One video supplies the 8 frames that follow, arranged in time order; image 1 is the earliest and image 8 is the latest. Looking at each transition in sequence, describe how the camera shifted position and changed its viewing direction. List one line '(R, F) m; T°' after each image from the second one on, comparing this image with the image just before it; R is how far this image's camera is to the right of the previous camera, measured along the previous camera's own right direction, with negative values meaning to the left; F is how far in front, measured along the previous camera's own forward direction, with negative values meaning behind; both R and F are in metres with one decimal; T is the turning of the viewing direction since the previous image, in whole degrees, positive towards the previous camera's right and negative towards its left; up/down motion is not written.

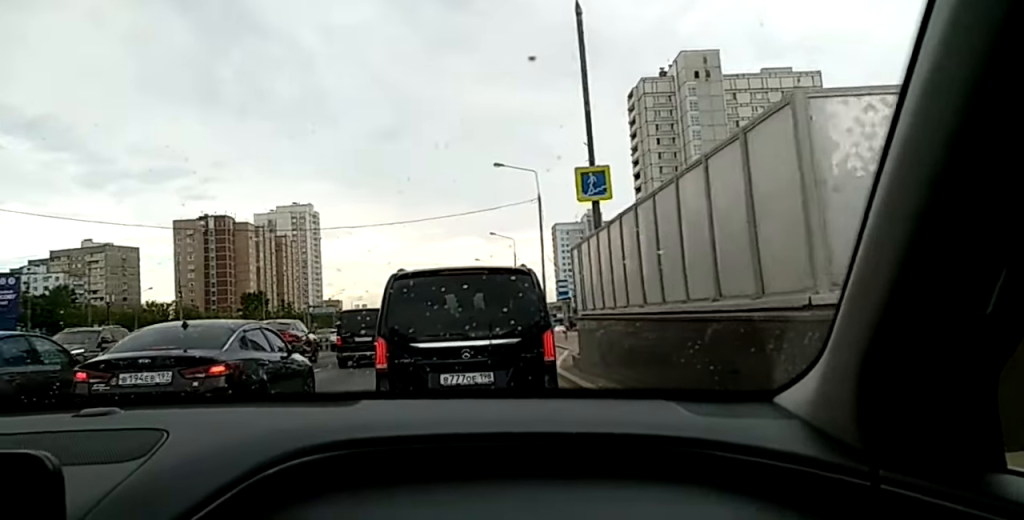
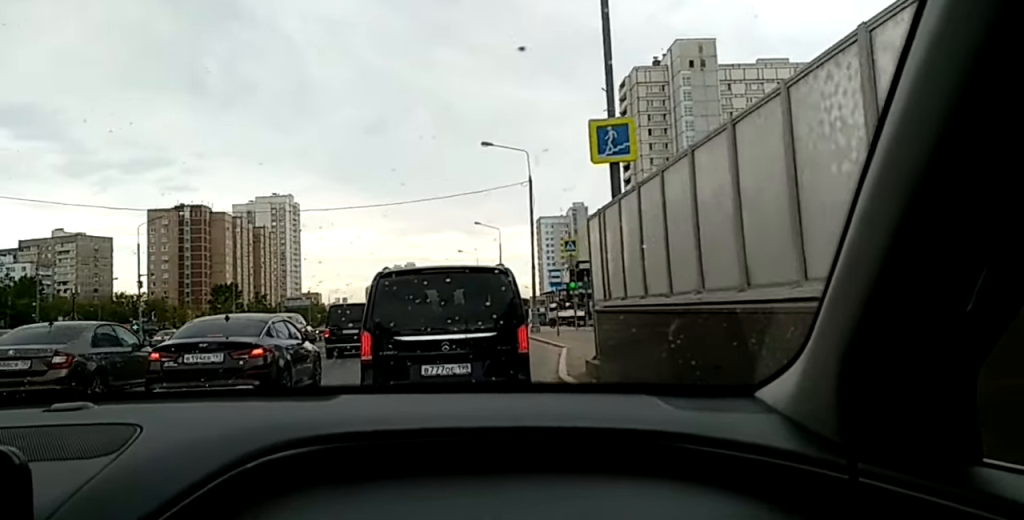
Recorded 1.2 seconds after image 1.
(-0.1, +3.8) m; 0°
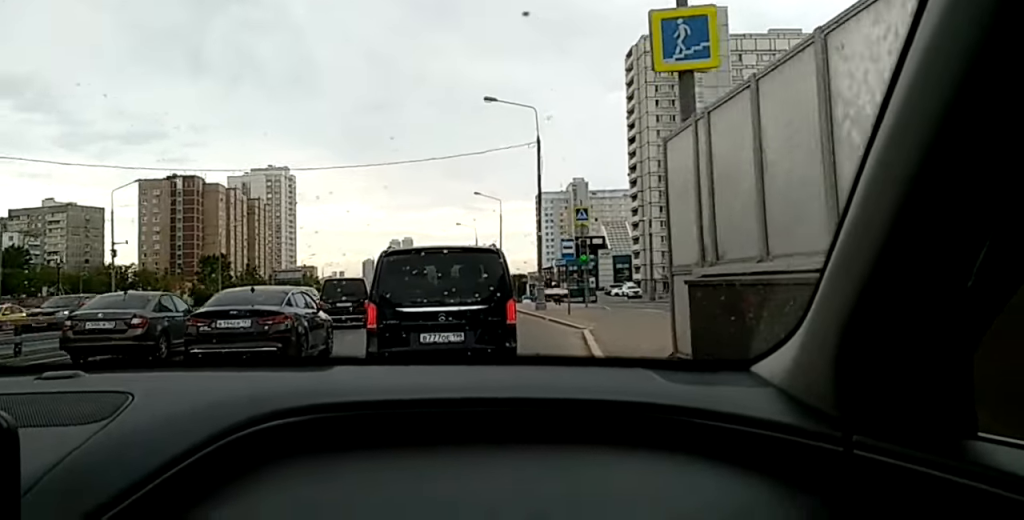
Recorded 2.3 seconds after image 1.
(+0.1, +4.1) m; +2°
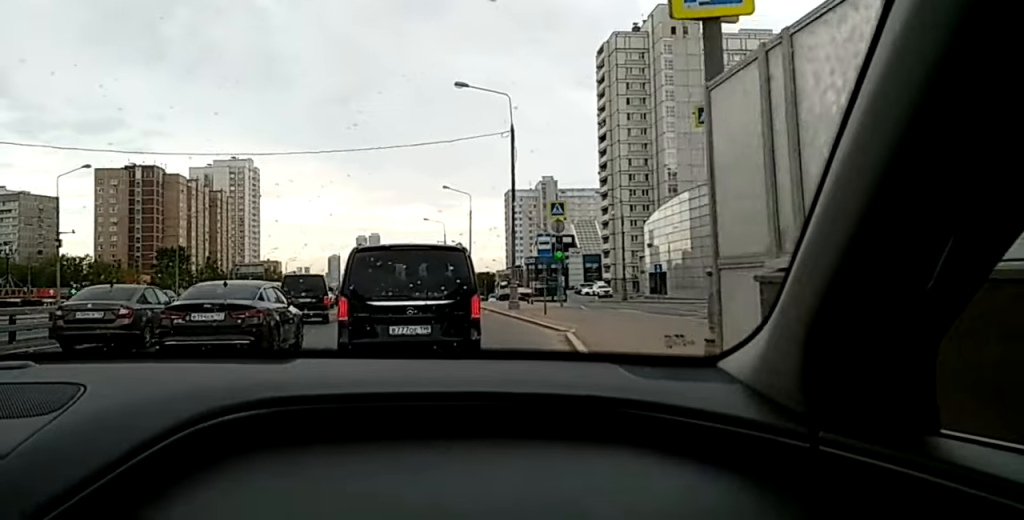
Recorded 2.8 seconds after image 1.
(0.0, +1.9) m; 0°
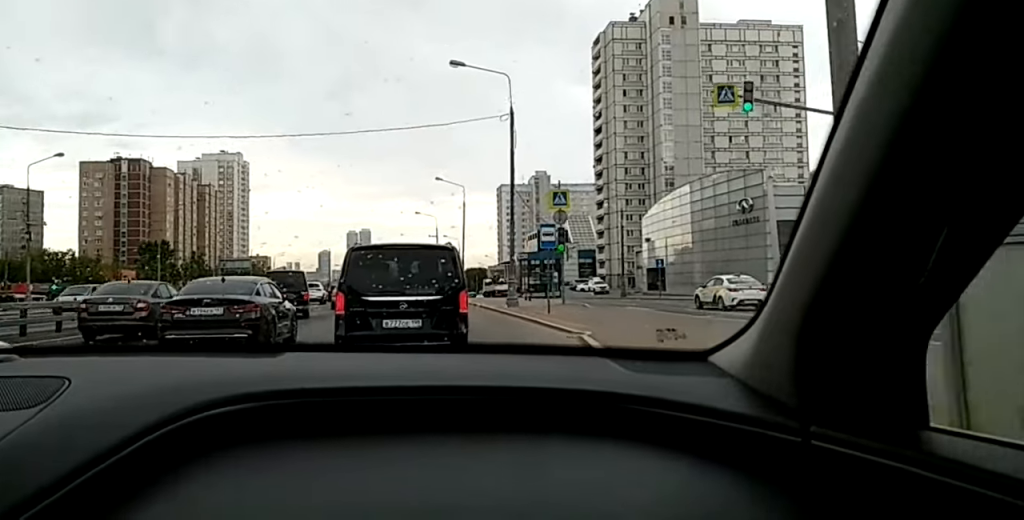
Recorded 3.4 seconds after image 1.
(0.0, +2.5) m; -1°
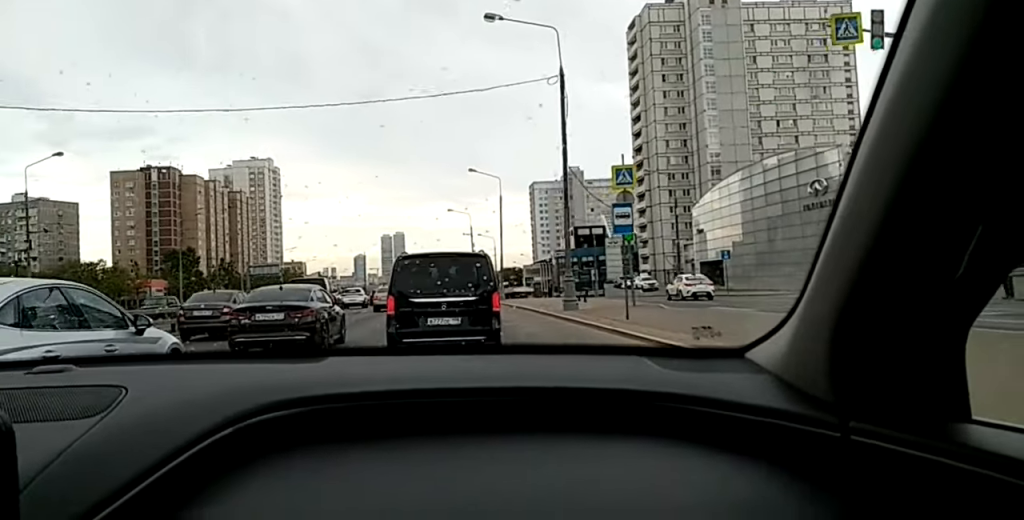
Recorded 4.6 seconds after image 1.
(-0.1, +5.9) m; -1°
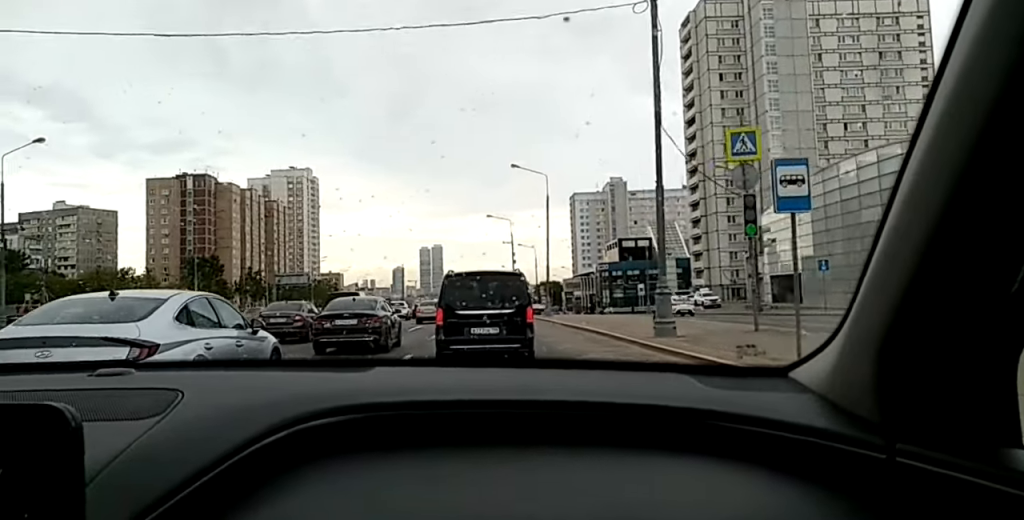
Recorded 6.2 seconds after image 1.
(+0.2, +9.3) m; +2°
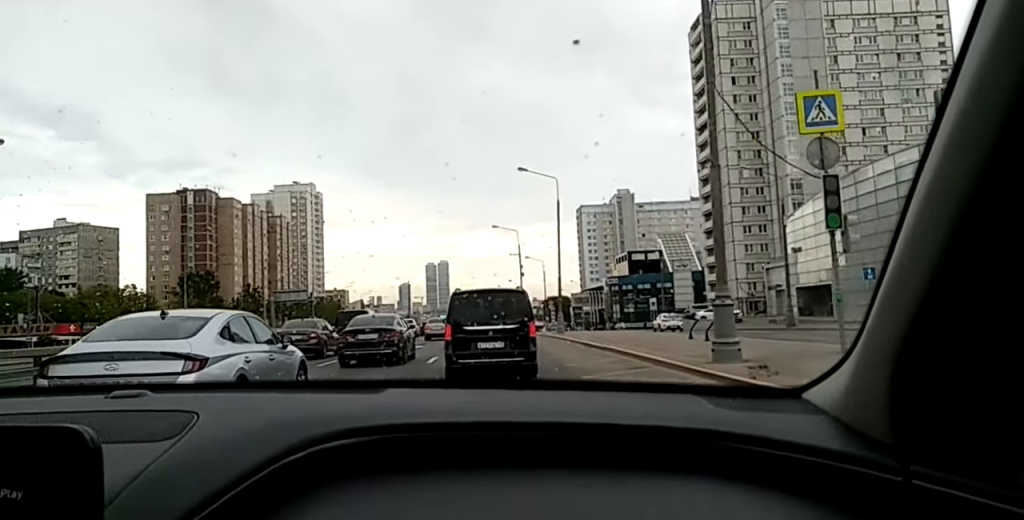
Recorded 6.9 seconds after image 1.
(0.0, +5.3) m; 0°
